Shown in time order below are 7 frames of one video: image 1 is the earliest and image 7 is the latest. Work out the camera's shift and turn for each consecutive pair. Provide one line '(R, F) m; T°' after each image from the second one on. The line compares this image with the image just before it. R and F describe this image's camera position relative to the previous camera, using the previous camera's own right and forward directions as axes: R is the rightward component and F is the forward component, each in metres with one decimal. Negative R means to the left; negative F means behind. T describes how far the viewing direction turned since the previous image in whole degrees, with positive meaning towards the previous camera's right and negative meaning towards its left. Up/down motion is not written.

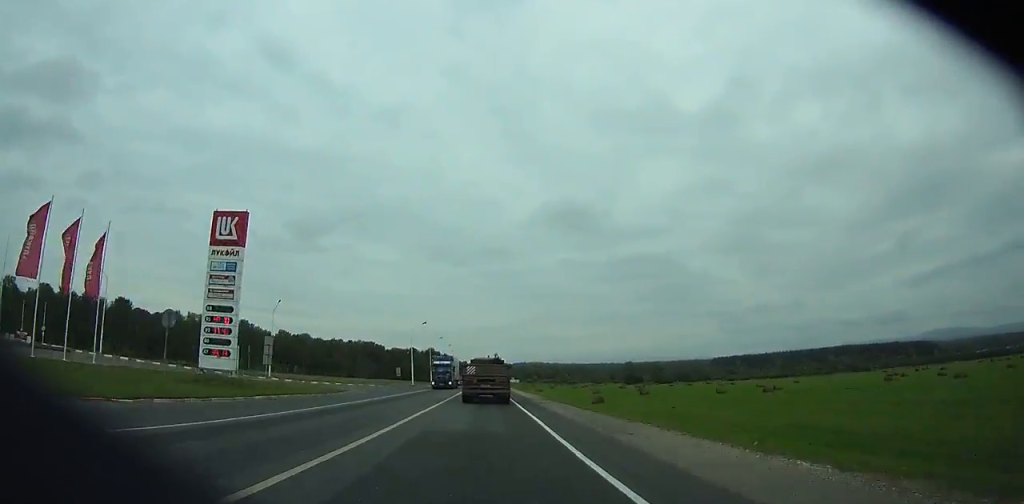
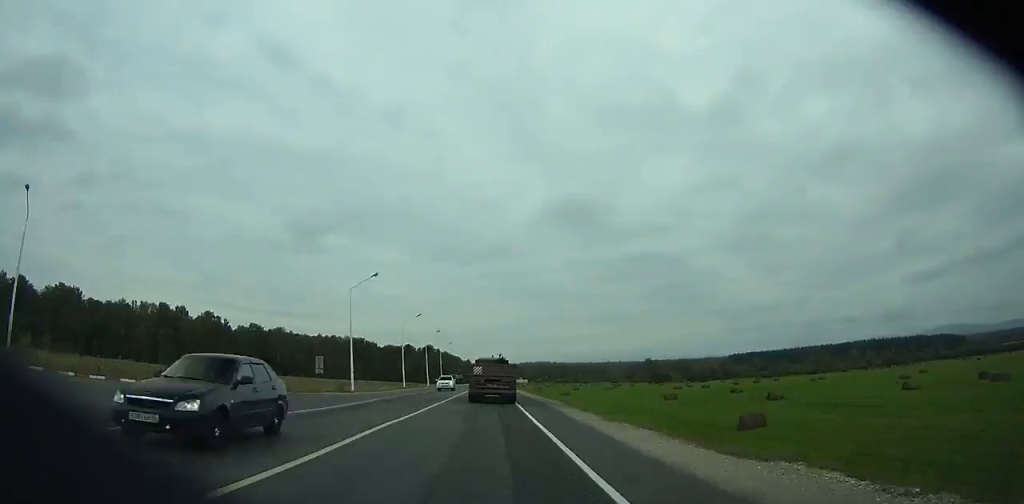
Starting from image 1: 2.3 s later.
(0.0, +47.1) m; 0°
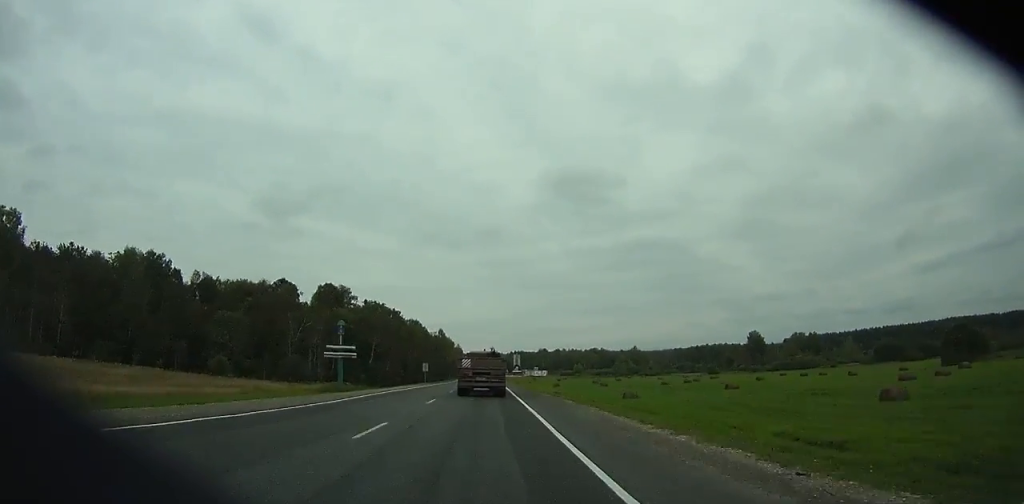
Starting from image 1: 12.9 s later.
(+0.1, +219.7) m; 0°
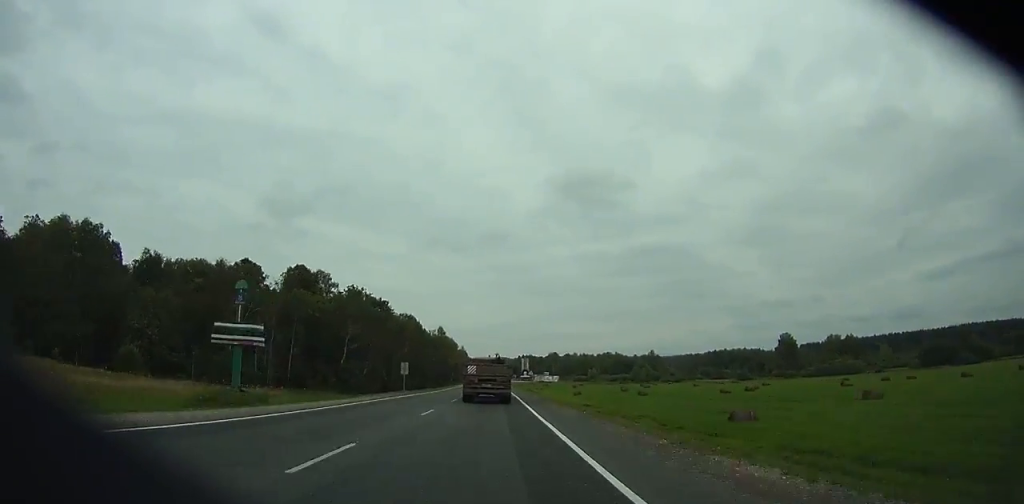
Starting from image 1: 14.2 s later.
(+0.1, +27.2) m; 0°
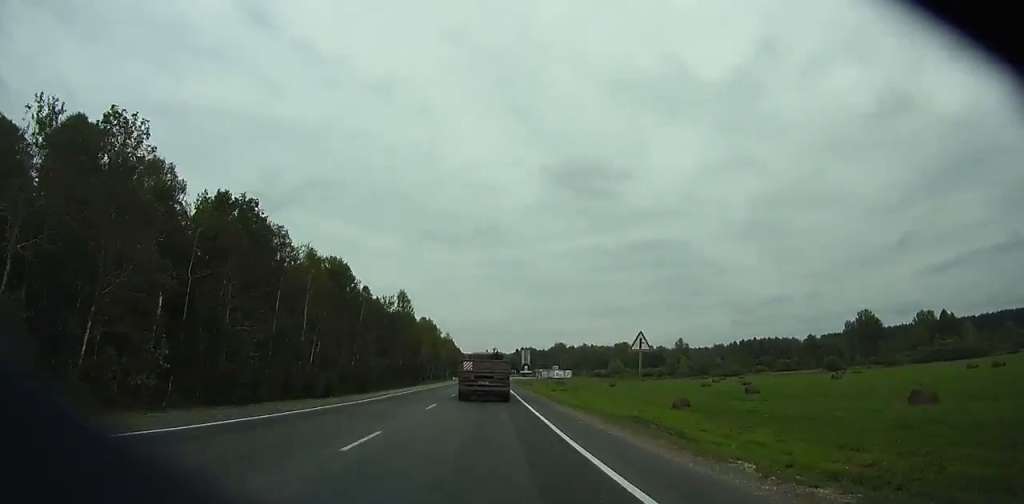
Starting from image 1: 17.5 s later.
(+0.1, +69.1) m; 0°
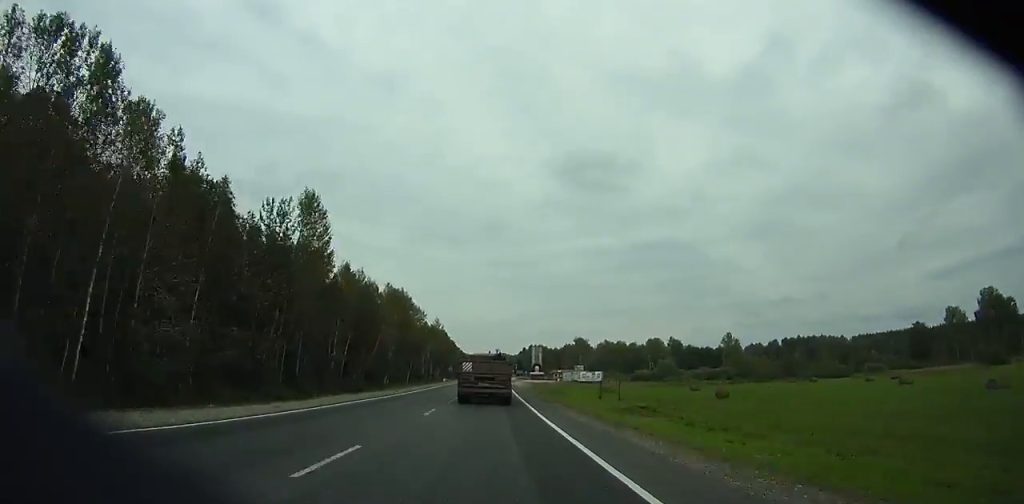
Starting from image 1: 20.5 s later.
(+0.1, +62.3) m; 0°
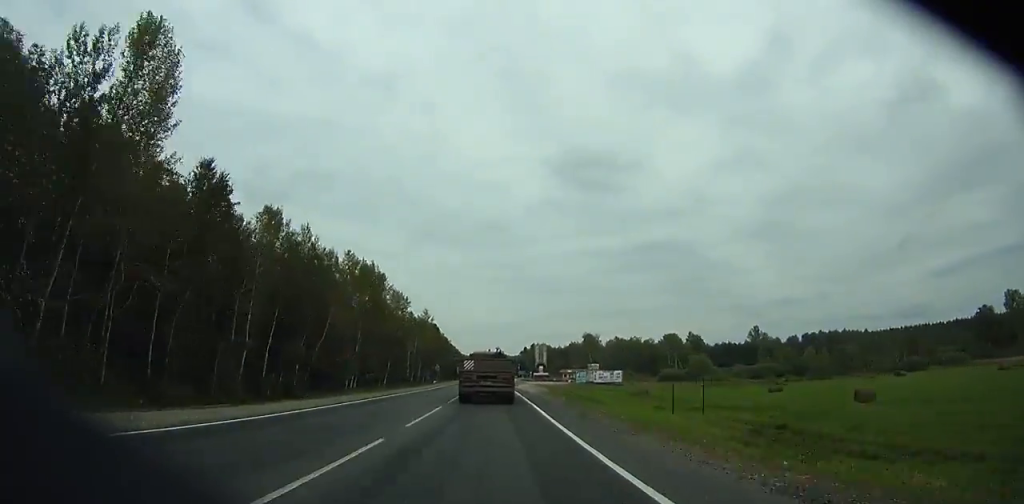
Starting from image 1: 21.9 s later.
(+0.1, +28.8) m; 0°
